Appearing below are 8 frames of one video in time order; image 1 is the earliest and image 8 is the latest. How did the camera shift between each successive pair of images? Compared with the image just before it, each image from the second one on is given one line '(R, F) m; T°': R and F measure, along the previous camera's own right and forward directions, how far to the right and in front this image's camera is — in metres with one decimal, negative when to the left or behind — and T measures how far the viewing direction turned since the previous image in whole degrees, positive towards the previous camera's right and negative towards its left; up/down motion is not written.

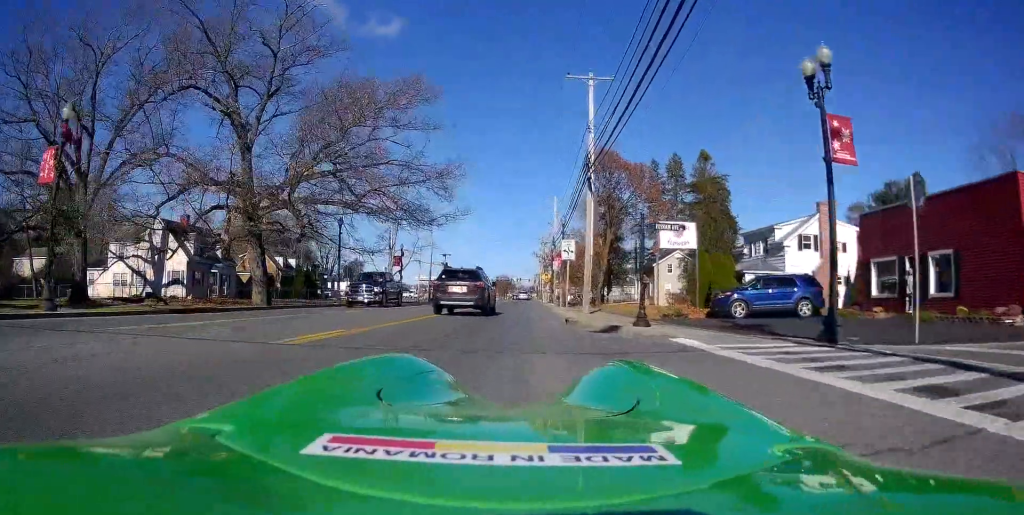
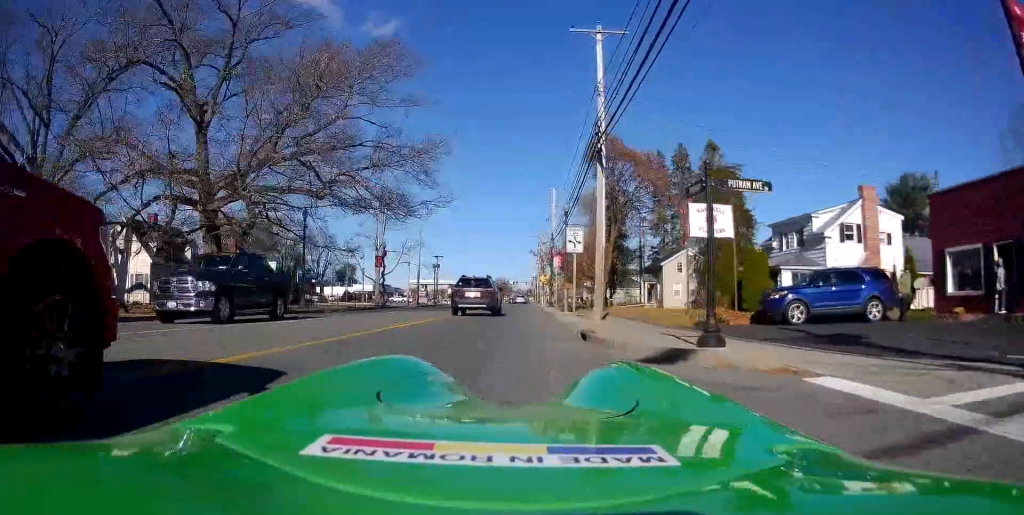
(+0.4, +5.4) m; +2°
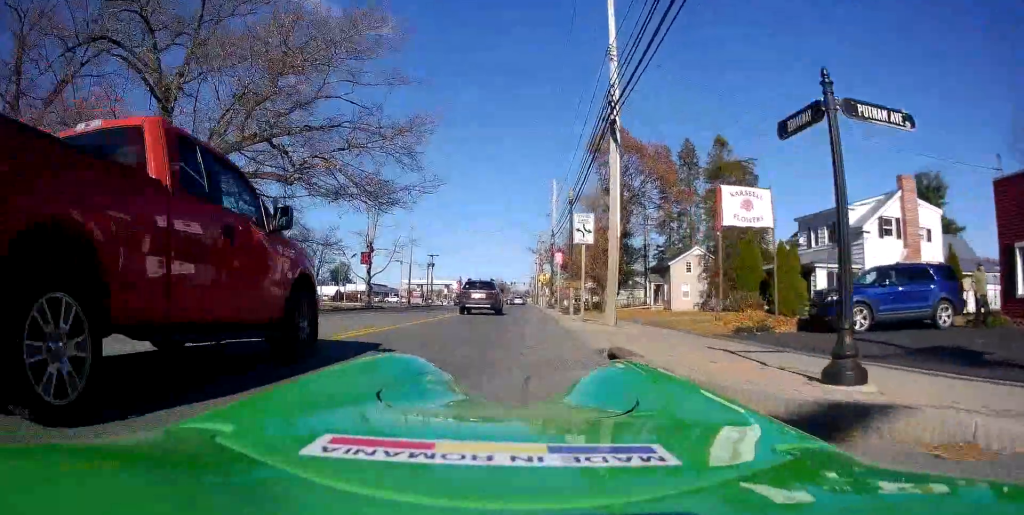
(-0.2, +3.8) m; -2°
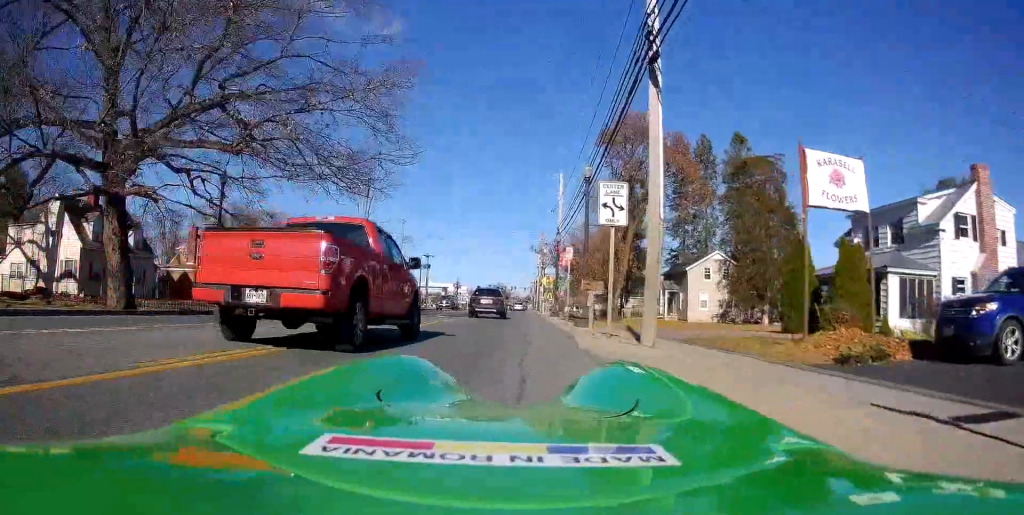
(-0.1, +5.3) m; 0°
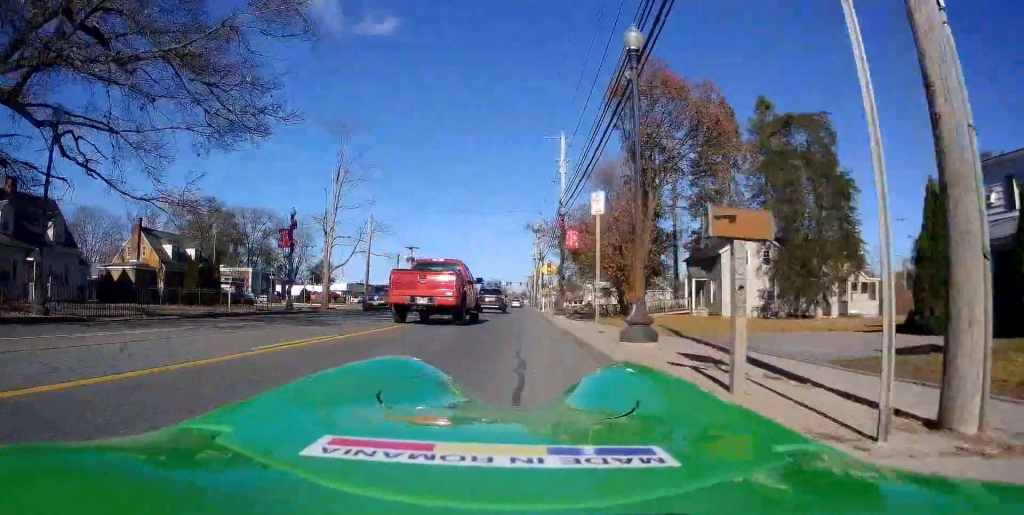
(+0.4, +9.4) m; 0°
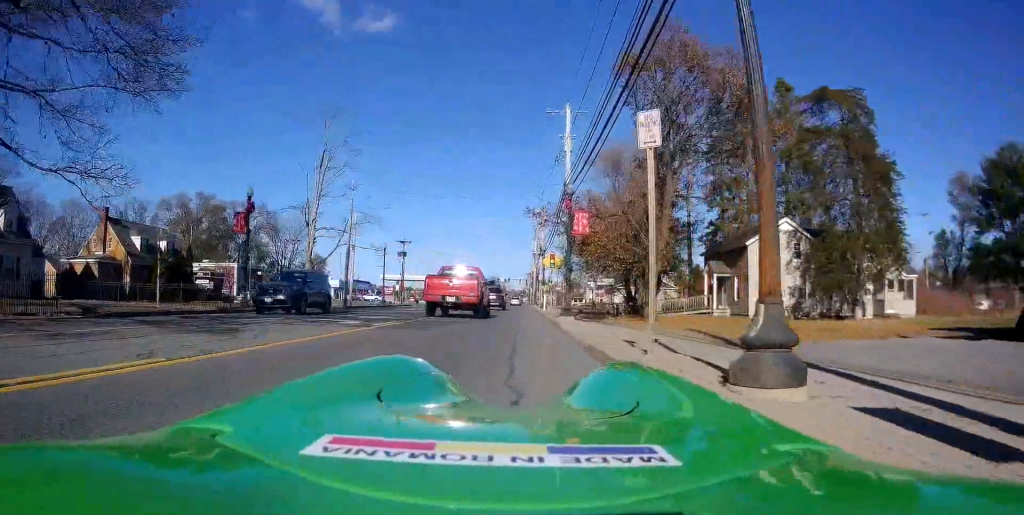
(-0.1, +5.1) m; -2°
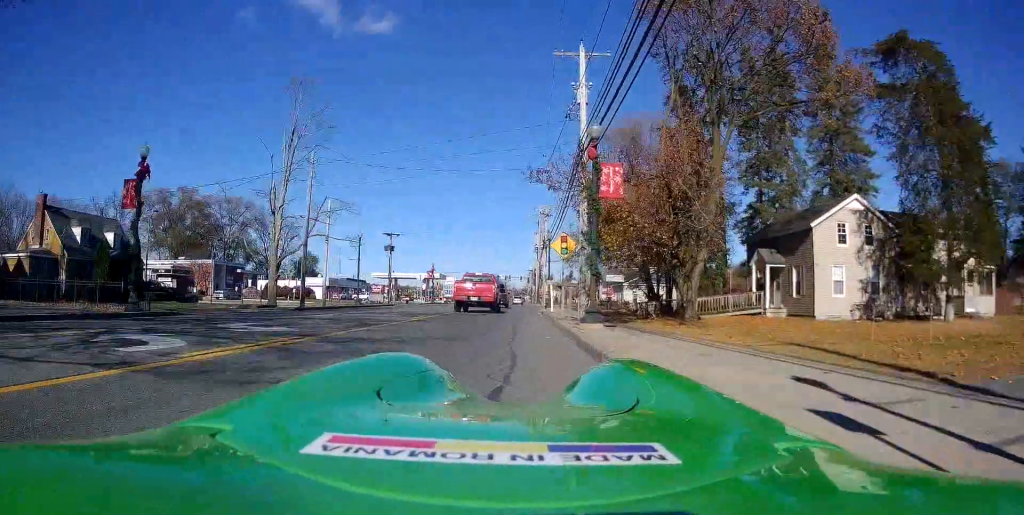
(-0.3, +8.4) m; -2°
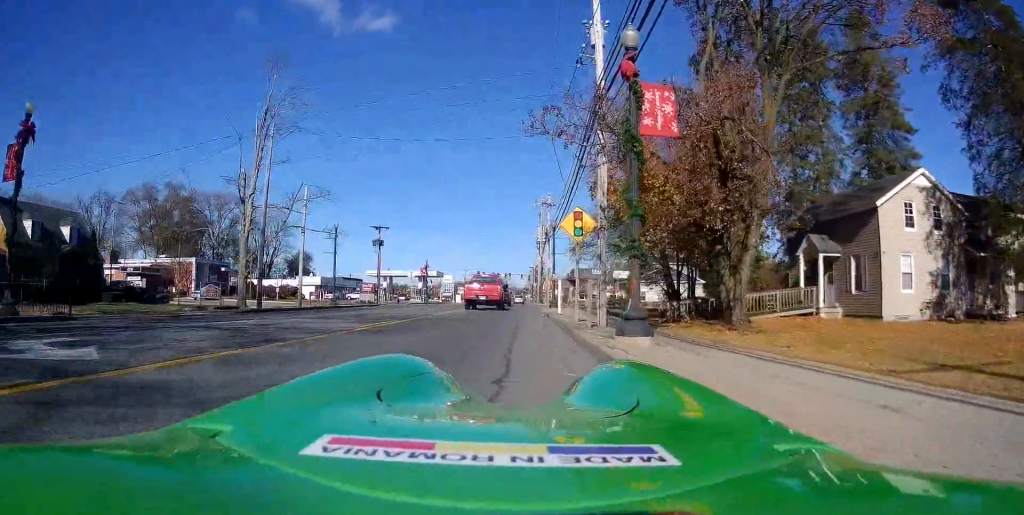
(+0.1, +5.9) m; -1°
